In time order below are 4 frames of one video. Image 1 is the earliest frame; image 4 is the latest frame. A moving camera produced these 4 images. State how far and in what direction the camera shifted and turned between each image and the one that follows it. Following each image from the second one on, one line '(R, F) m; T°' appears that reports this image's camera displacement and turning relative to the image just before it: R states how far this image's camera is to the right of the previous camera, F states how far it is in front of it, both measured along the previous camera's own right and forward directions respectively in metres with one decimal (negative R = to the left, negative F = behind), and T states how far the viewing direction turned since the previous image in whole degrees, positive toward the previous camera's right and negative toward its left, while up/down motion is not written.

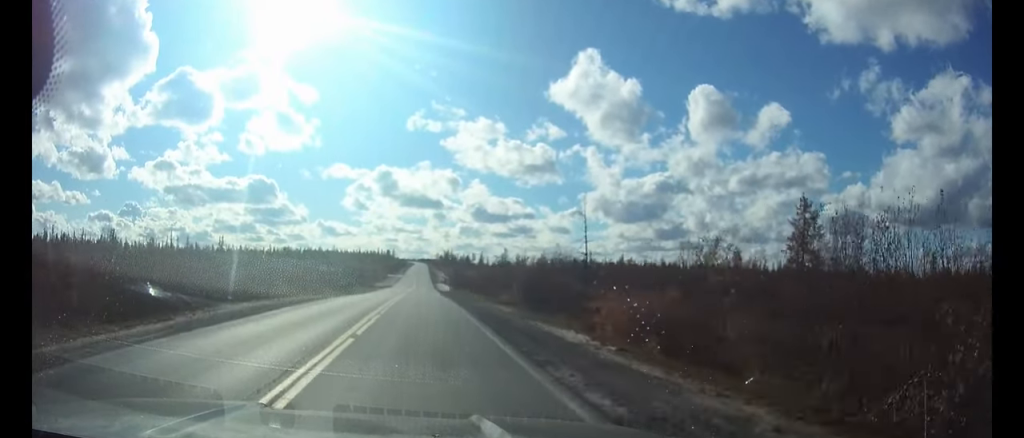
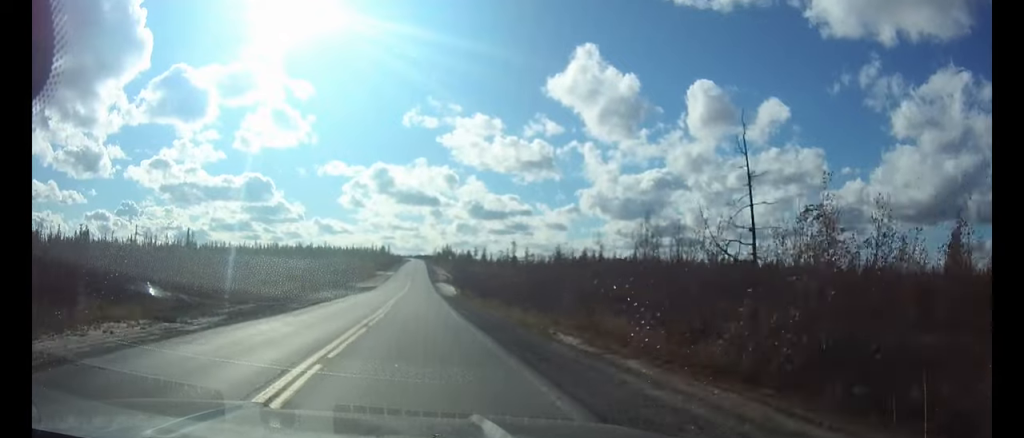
(0.0, +27.4) m; 0°
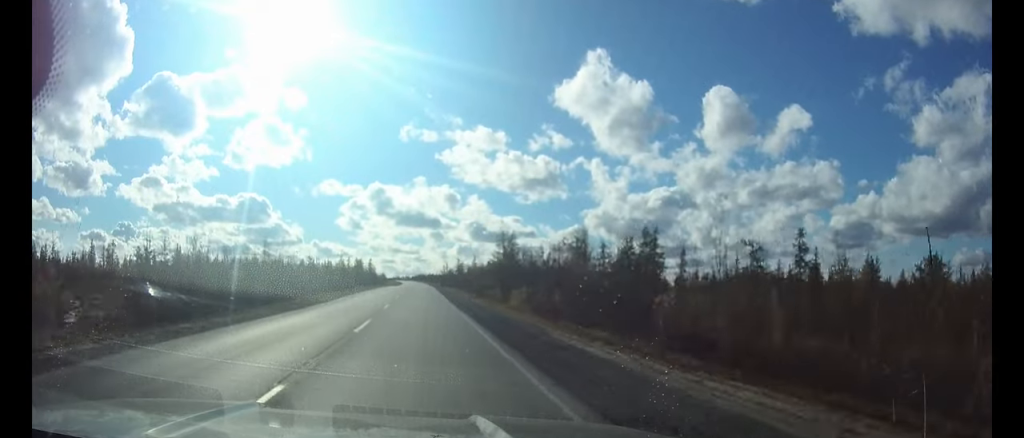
(-0.9, +195.5) m; 0°
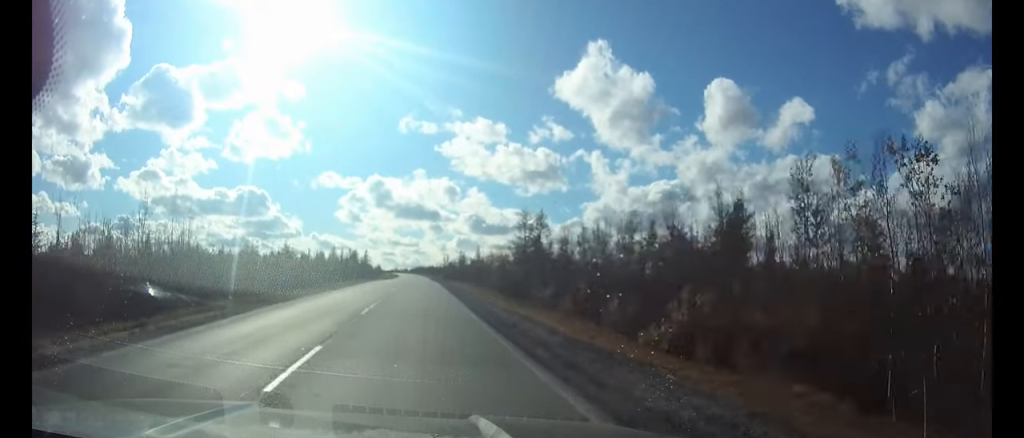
(0.0, +20.0) m; 0°
